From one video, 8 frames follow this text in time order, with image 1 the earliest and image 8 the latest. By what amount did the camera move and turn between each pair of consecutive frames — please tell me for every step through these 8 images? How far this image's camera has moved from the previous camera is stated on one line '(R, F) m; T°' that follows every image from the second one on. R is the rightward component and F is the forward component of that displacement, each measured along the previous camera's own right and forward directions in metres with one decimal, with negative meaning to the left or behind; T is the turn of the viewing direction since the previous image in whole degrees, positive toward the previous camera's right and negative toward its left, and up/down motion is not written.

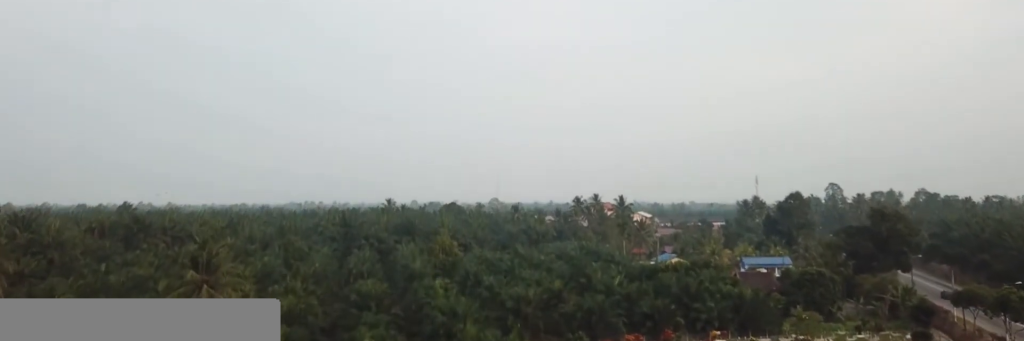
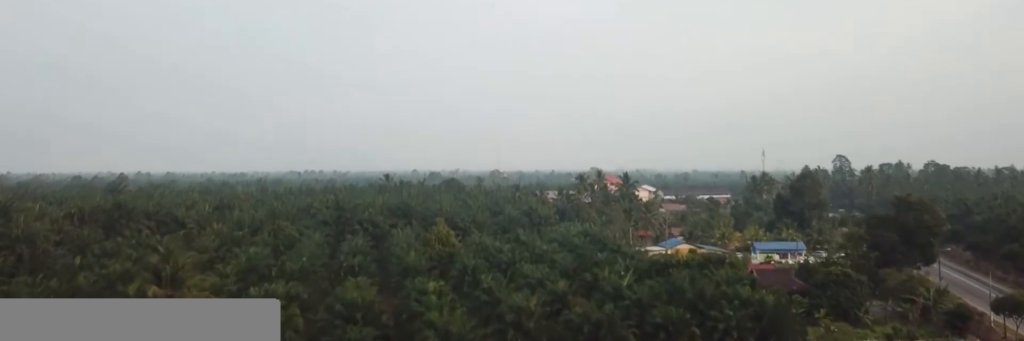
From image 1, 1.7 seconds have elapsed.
(0.0, +8.5) m; 0°
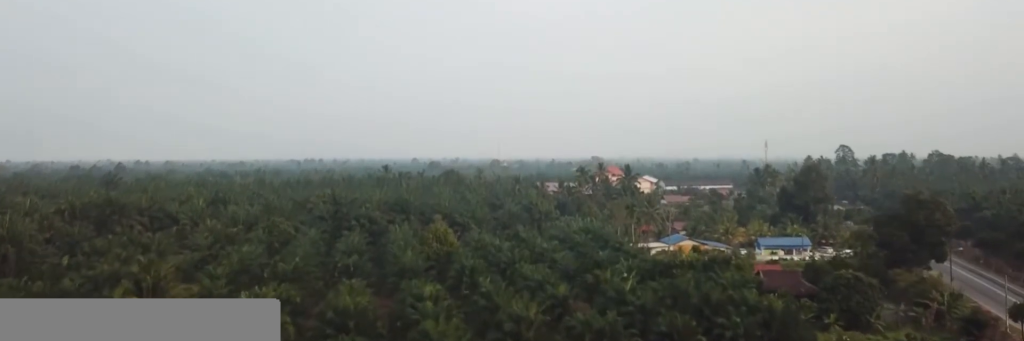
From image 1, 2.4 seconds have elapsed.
(0.0, +4.1) m; 0°
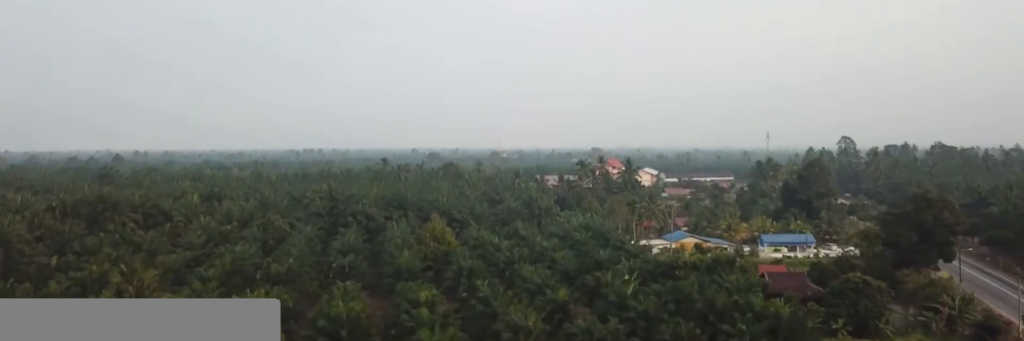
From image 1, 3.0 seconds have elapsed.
(0.0, +3.3) m; 0°
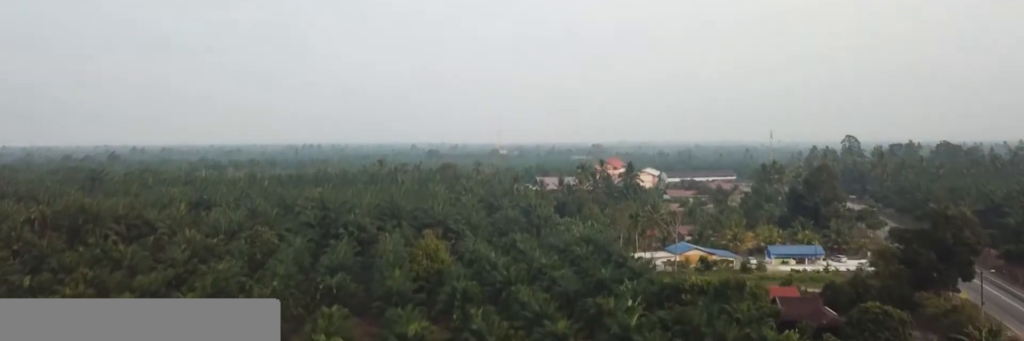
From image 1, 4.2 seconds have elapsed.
(0.0, +8.4) m; +1°
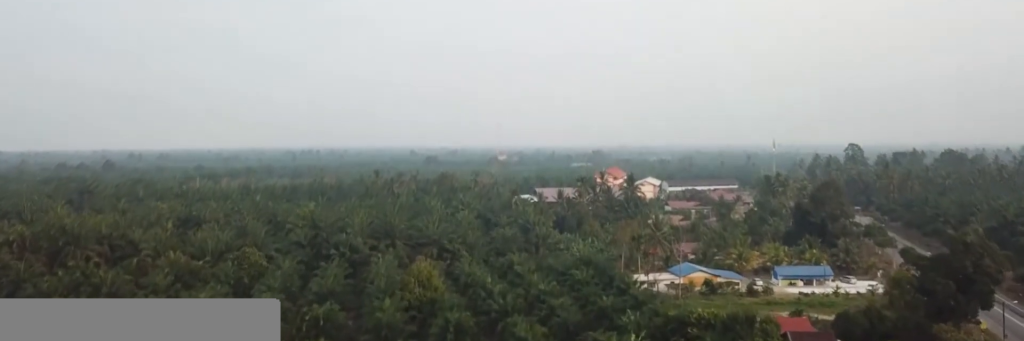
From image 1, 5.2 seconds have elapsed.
(+0.1, +7.3) m; +1°
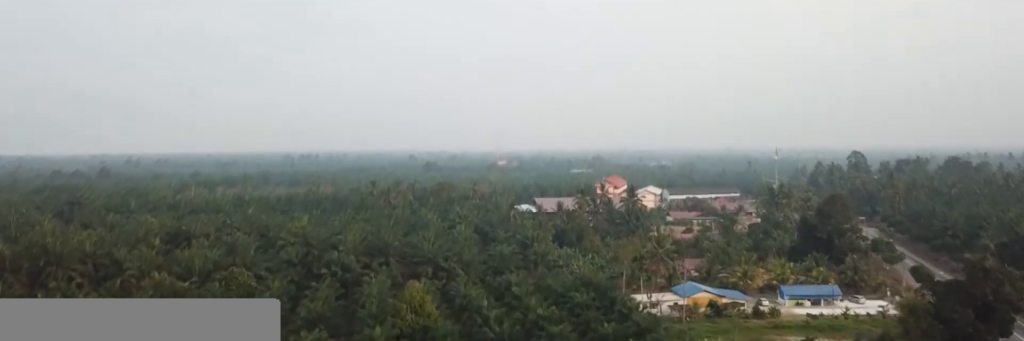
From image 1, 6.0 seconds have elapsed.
(0.0, +5.9) m; 0°
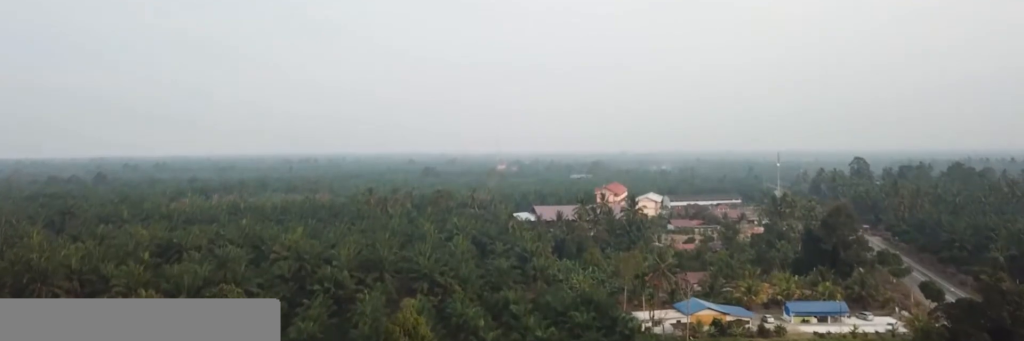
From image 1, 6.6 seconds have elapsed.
(0.0, +4.8) m; 0°
